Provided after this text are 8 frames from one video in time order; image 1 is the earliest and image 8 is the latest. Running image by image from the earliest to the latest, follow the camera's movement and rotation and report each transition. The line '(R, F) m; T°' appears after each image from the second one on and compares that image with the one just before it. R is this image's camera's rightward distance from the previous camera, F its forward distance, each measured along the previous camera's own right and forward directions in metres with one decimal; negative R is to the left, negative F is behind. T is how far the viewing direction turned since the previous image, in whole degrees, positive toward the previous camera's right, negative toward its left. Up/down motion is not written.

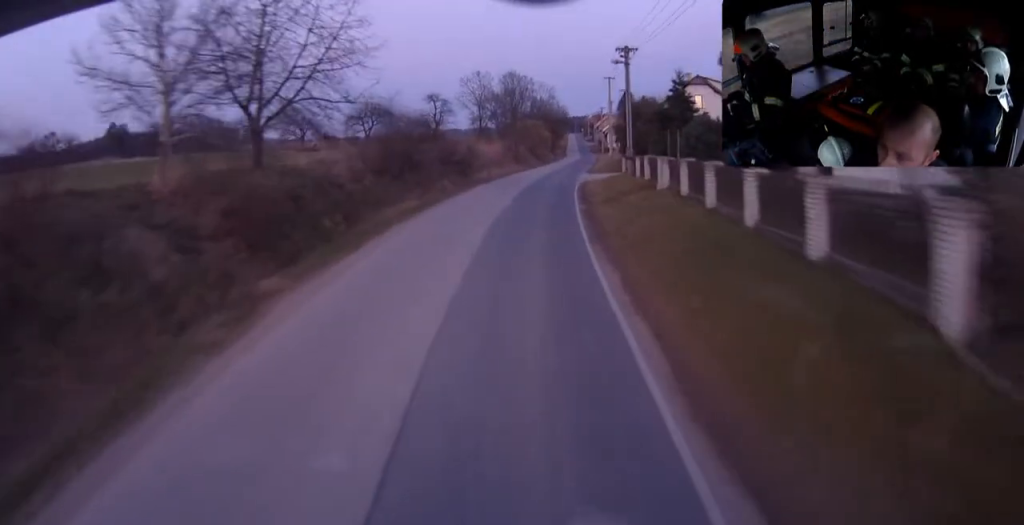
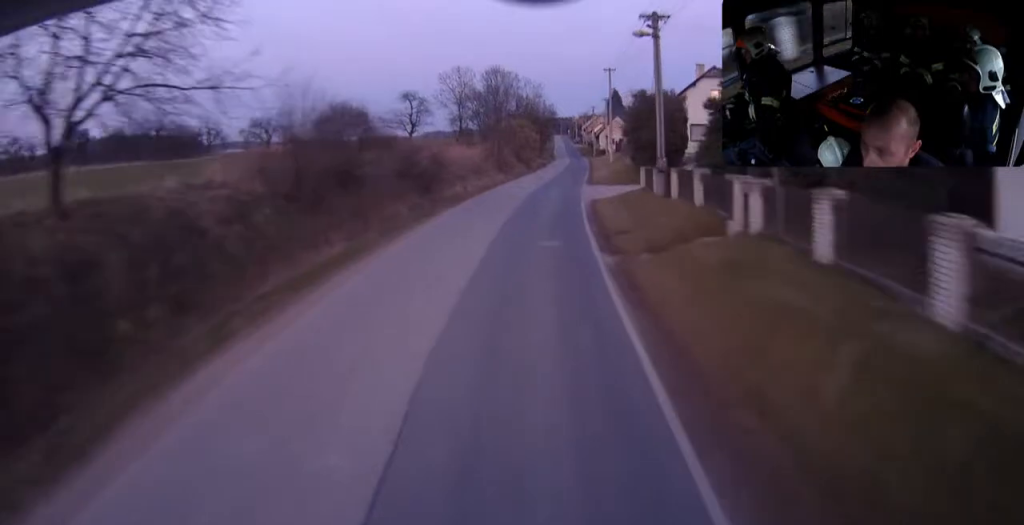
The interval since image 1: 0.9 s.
(+0.1, +11.8) m; +2°
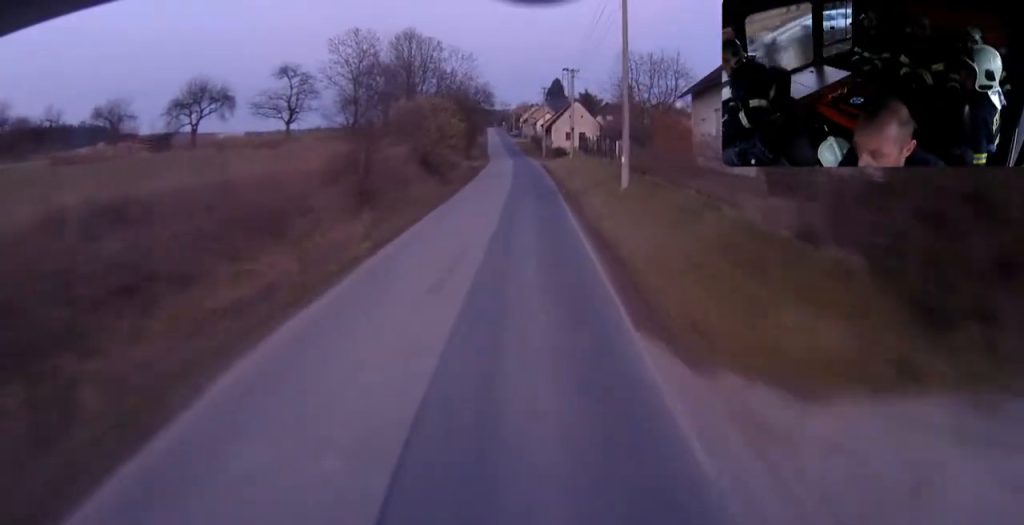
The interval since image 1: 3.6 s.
(+2.0, +35.4) m; +3°
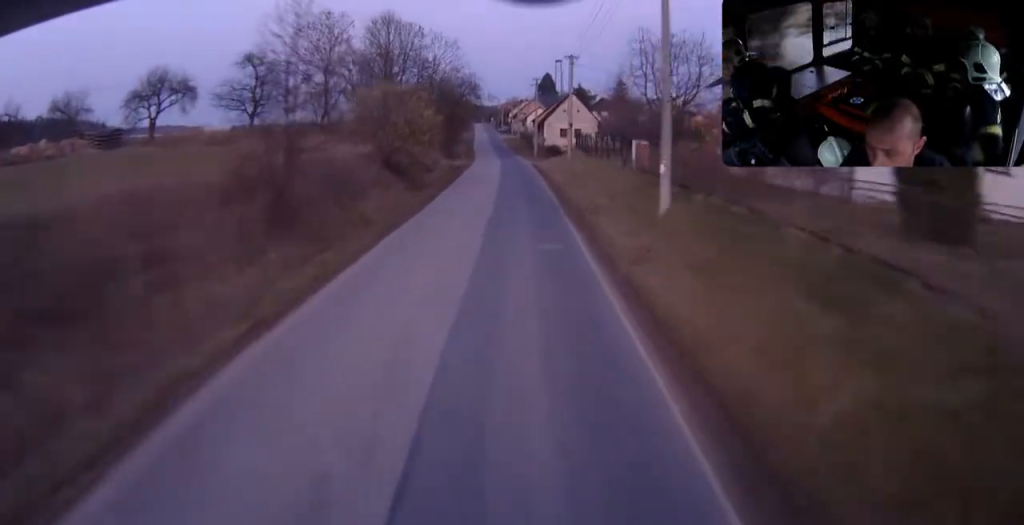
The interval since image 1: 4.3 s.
(+0.1, +9.1) m; -1°
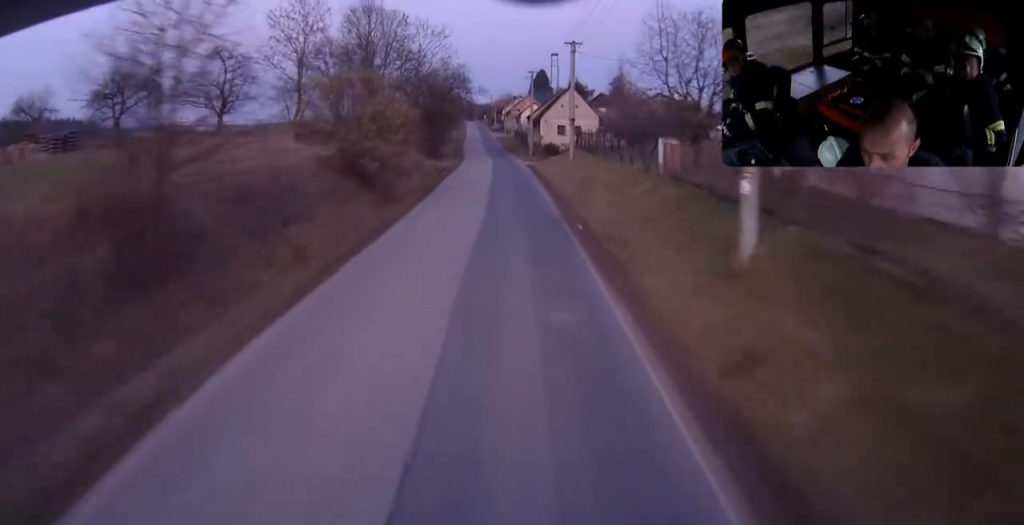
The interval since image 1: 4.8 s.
(0.0, +7.3) m; 0°
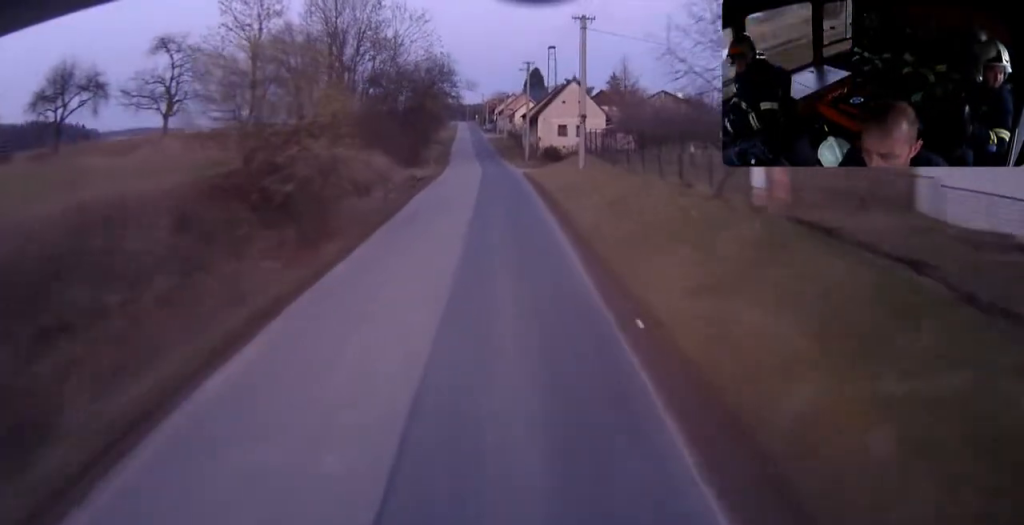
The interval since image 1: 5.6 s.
(-0.2, +11.2) m; -1°
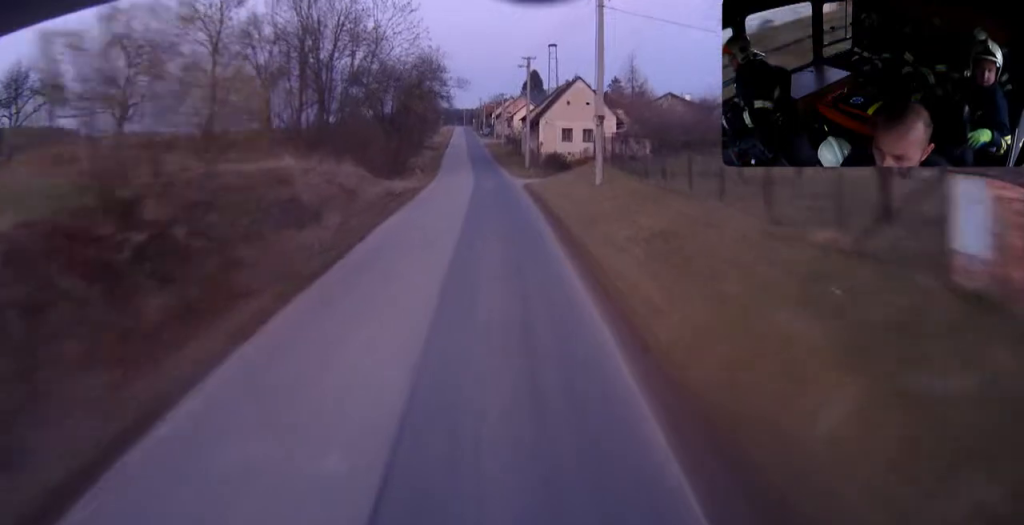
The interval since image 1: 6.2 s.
(0.0, +8.0) m; 0°
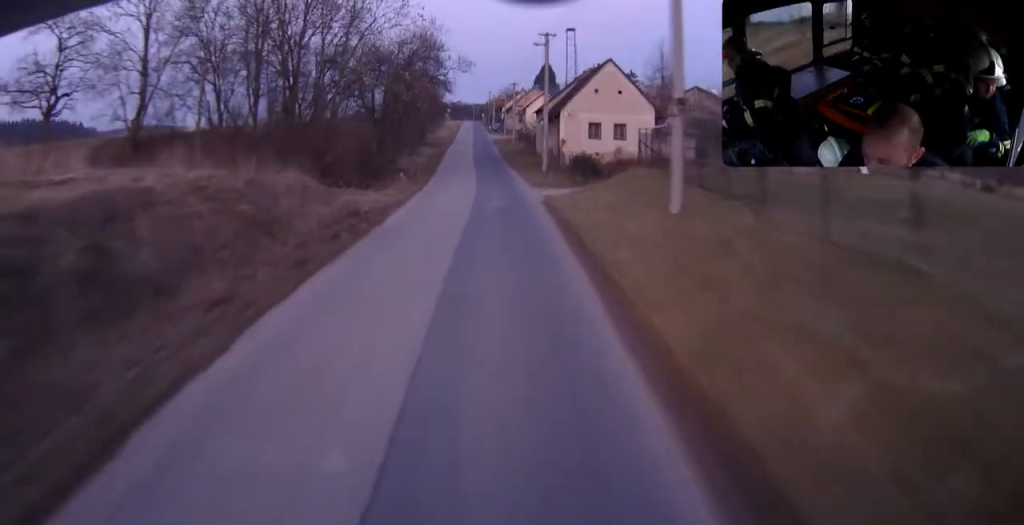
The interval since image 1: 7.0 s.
(0.0, +11.8) m; 0°
